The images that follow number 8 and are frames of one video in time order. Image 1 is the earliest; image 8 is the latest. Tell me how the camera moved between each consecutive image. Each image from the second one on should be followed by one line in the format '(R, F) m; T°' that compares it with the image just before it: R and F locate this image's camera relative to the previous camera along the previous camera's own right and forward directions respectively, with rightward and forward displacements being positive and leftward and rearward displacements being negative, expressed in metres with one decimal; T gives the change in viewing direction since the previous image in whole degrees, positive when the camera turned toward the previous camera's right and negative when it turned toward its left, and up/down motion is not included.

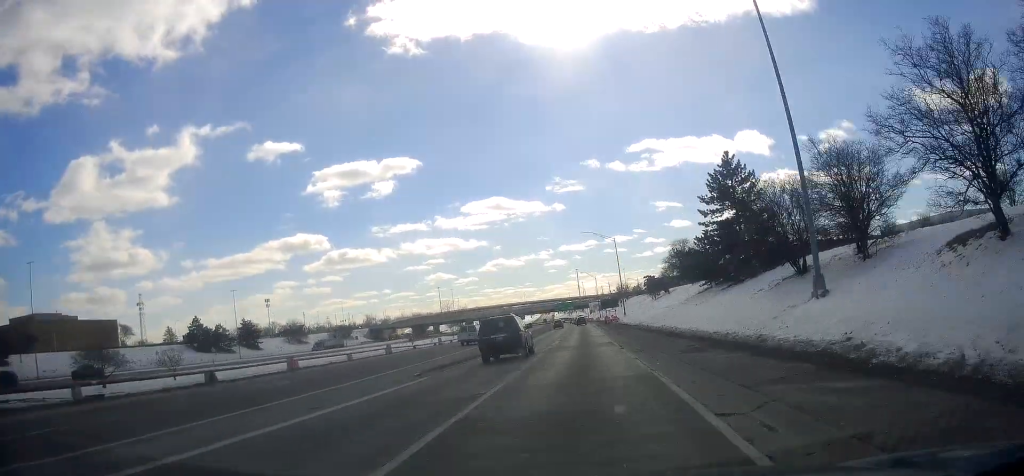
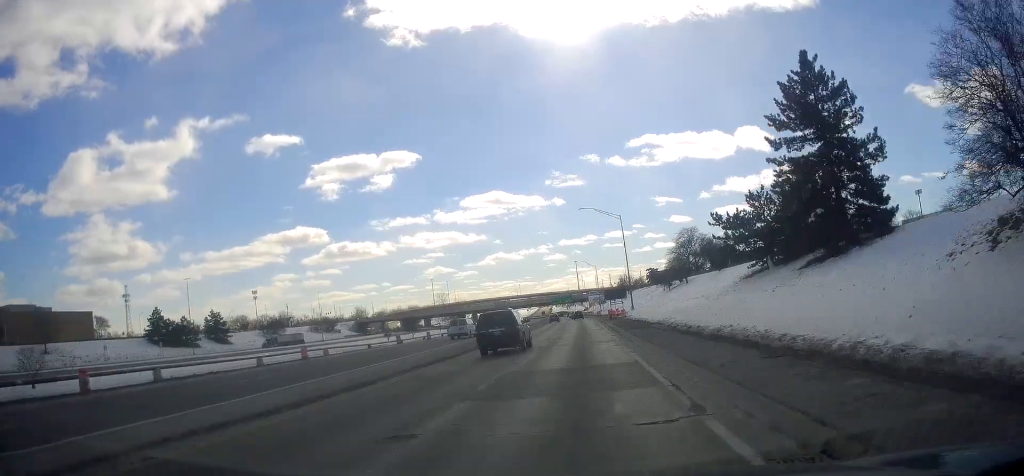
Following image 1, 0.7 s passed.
(0.0, +18.1) m; +1°
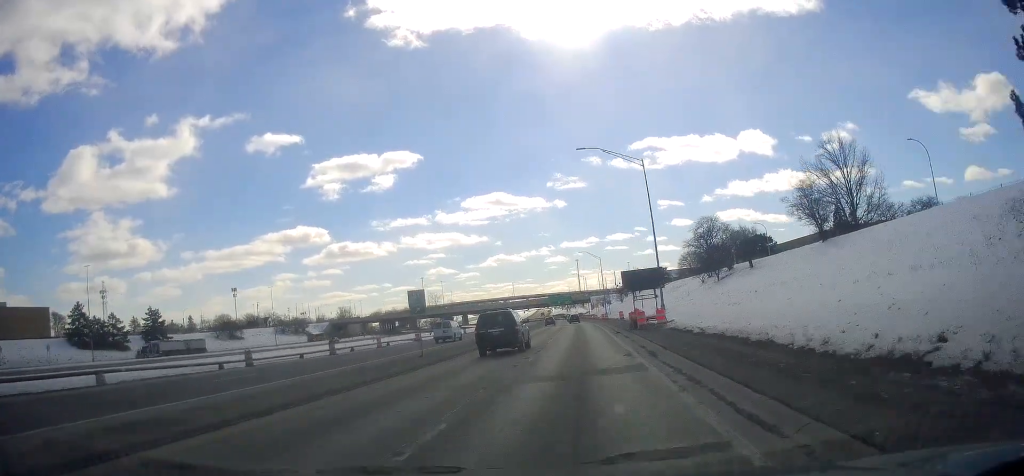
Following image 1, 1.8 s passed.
(+0.3, +30.6) m; 0°
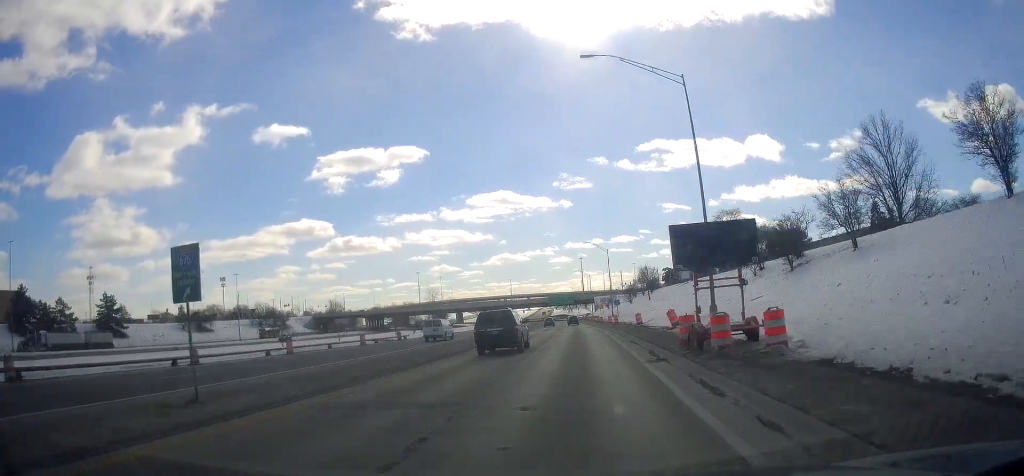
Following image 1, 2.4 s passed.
(-0.2, +19.1) m; -1°
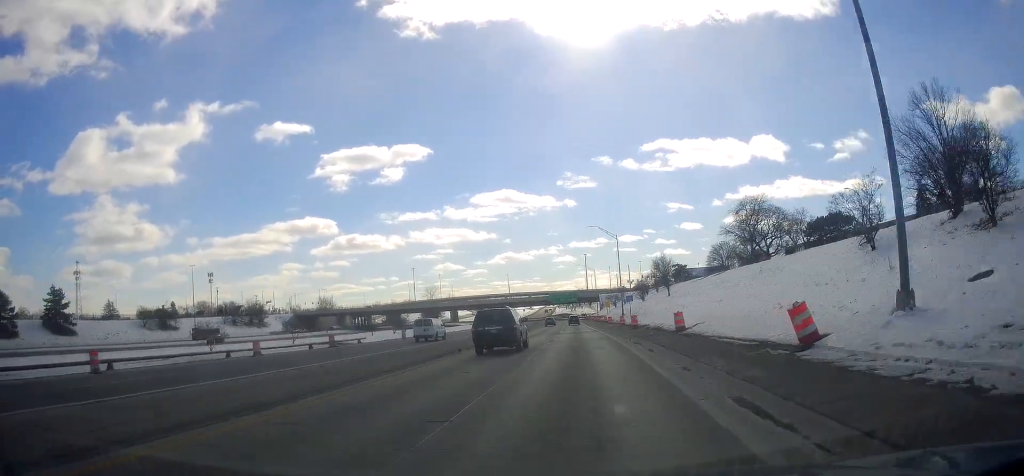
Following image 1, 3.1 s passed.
(-0.1, +19.3) m; -1°
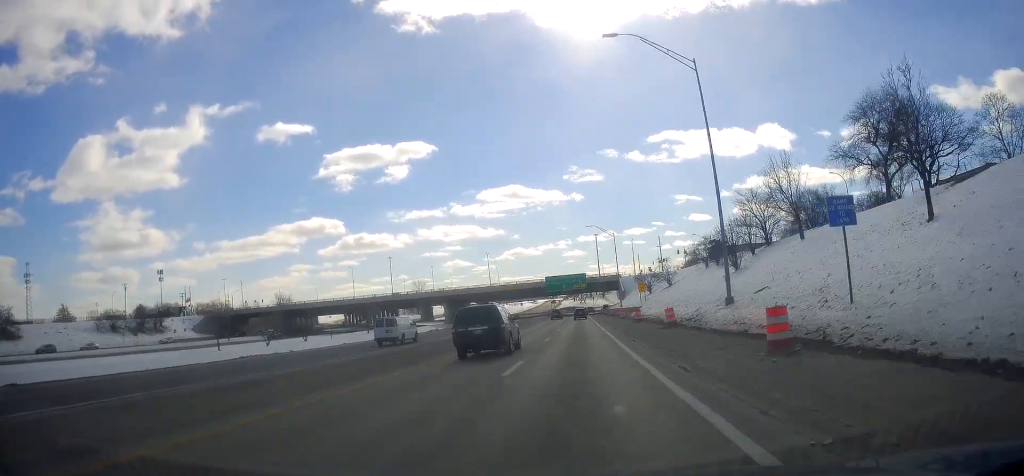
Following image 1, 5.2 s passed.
(-0.2, +61.8) m; -1°
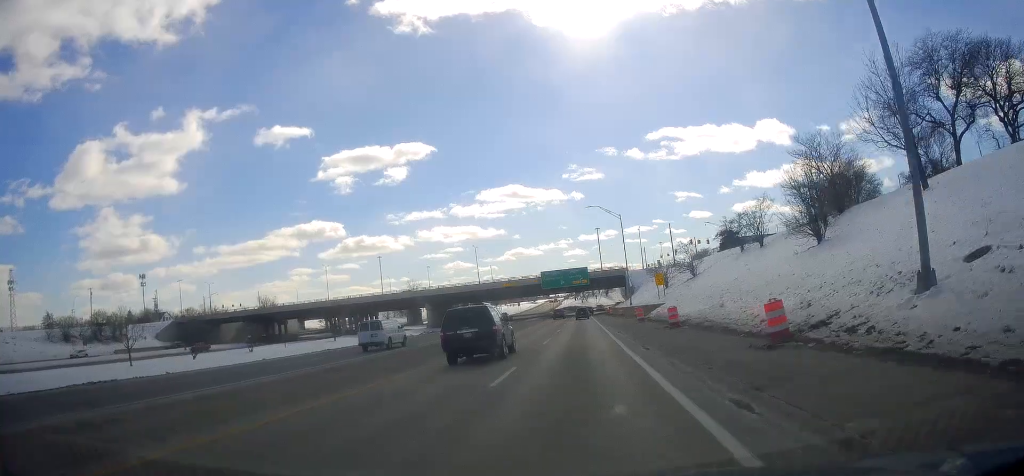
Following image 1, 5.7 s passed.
(-0.3, +17.2) m; -1°
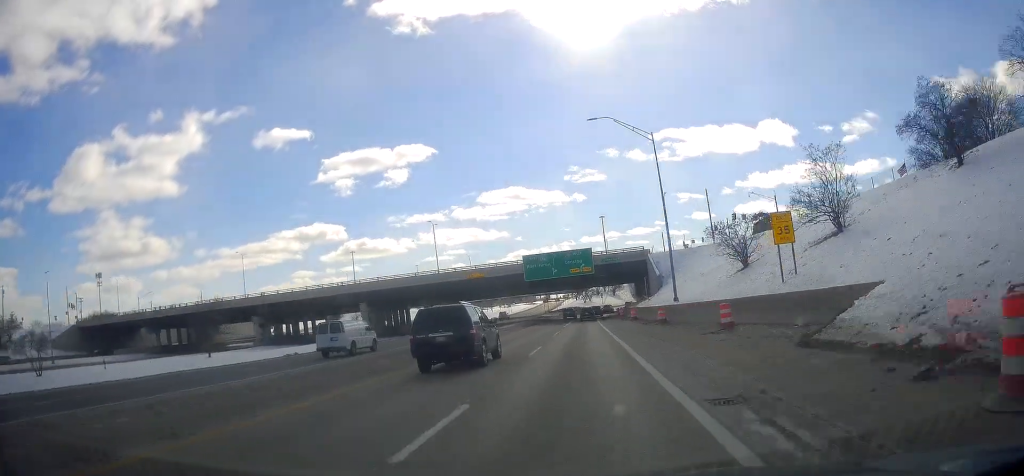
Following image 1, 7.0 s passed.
(0.0, +36.8) m; +1°
